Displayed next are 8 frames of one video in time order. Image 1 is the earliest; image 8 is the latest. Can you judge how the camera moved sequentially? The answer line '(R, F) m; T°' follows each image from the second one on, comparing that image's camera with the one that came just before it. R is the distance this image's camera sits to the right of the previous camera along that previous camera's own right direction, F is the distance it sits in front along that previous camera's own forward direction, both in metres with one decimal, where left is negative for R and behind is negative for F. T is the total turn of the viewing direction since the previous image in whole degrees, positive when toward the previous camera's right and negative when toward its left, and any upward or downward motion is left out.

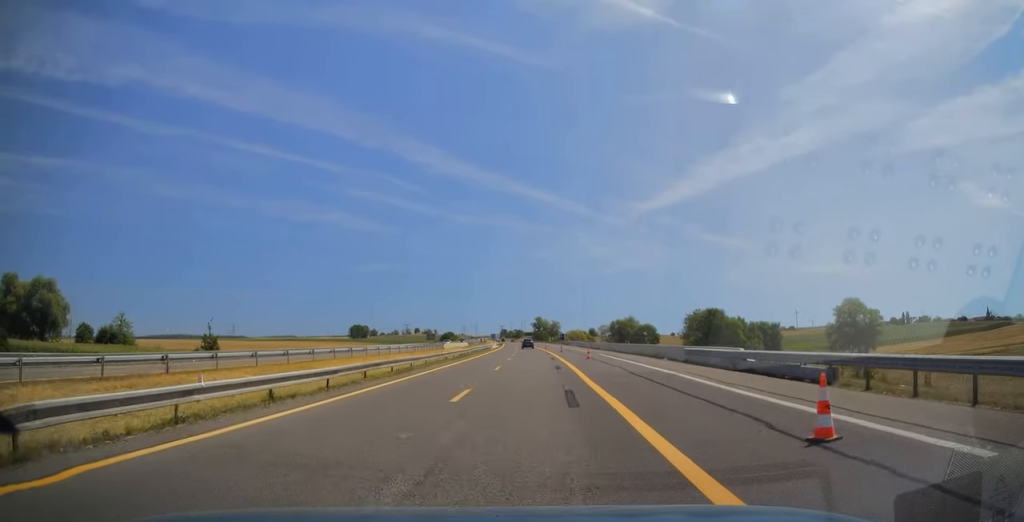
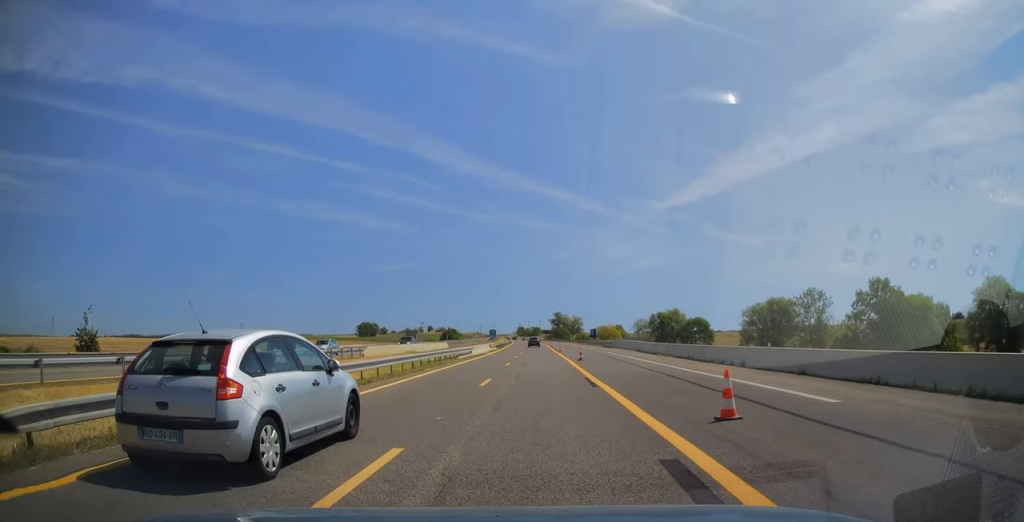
(-0.3, +47.8) m; -1°
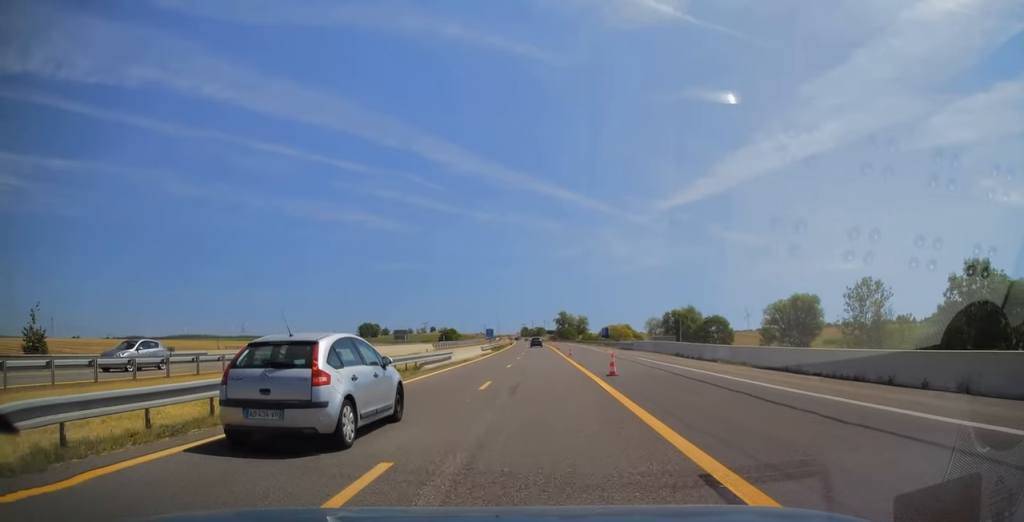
(+0.1, +13.8) m; 0°
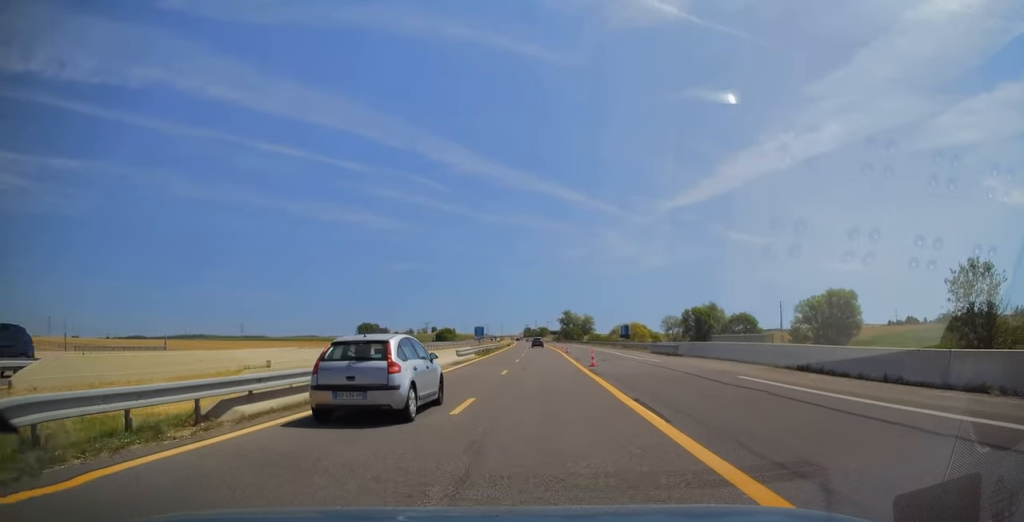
(-0.3, +18.6) m; 0°
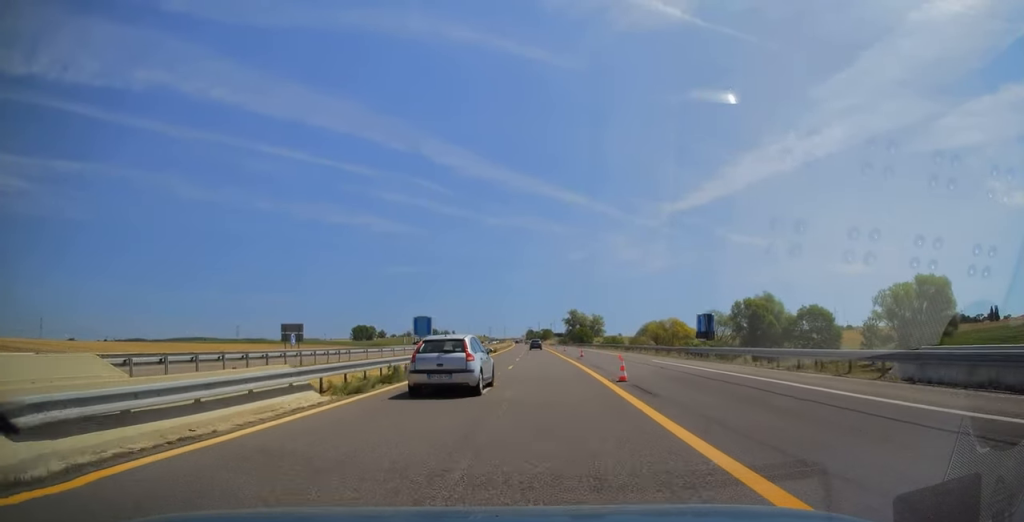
(+0.3, +35.4) m; 0°
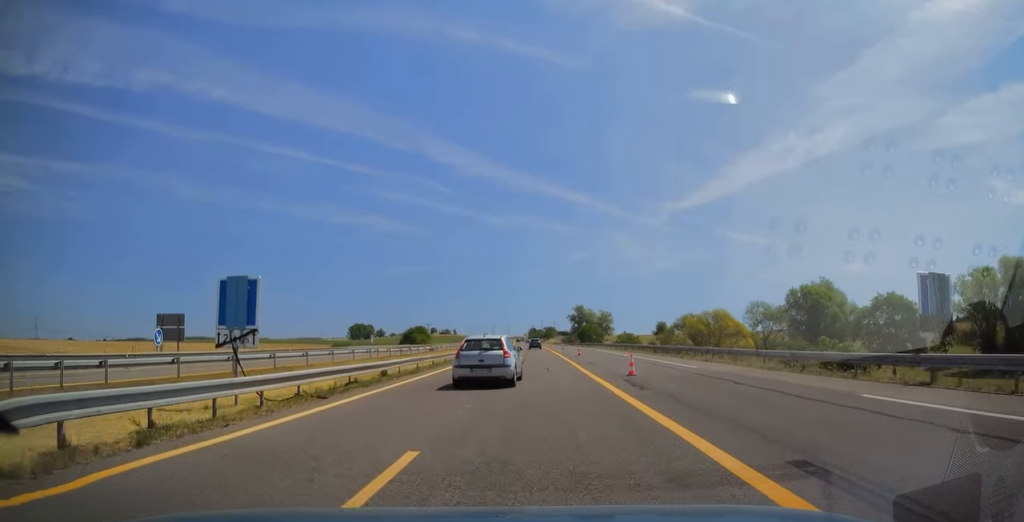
(-0.3, +23.4) m; -1°
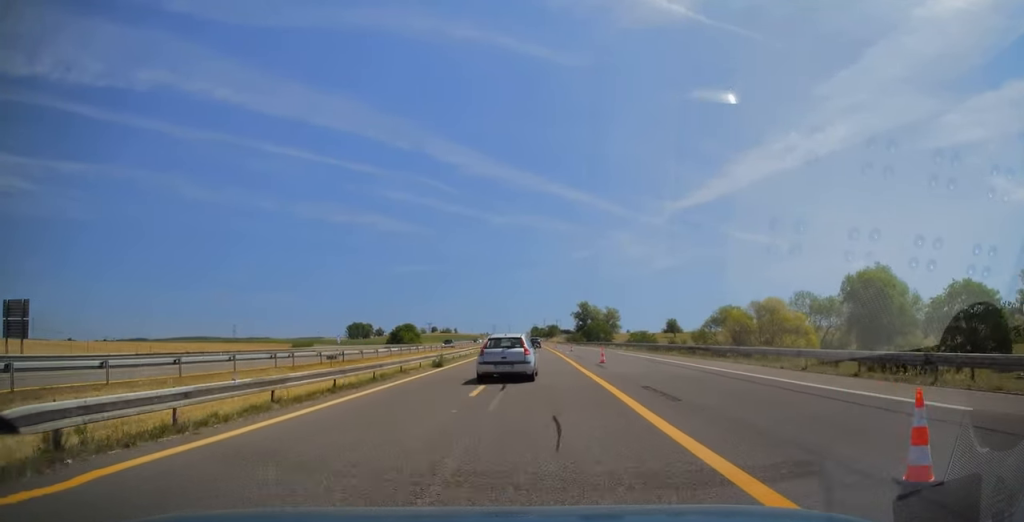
(0.0, +16.0) m; -1°
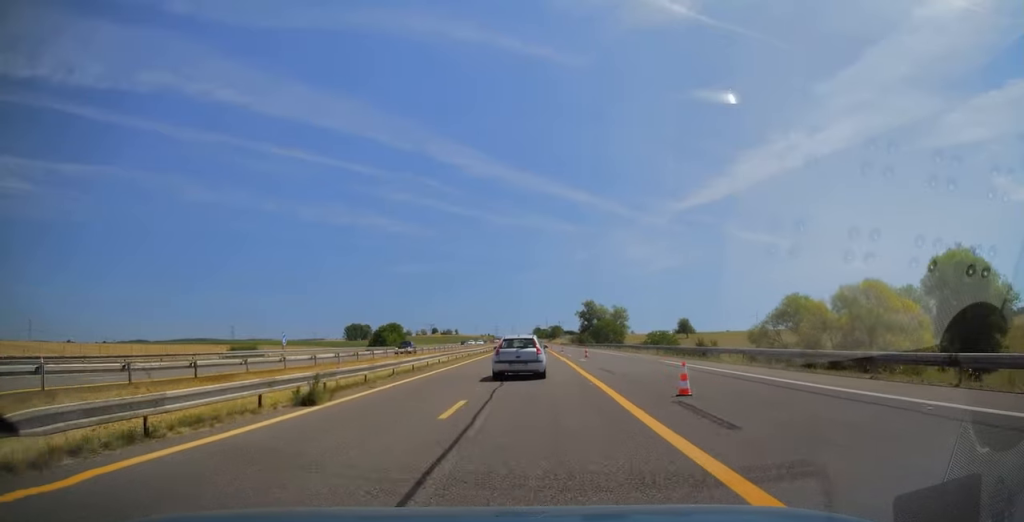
(-0.1, +17.0) m; 0°
